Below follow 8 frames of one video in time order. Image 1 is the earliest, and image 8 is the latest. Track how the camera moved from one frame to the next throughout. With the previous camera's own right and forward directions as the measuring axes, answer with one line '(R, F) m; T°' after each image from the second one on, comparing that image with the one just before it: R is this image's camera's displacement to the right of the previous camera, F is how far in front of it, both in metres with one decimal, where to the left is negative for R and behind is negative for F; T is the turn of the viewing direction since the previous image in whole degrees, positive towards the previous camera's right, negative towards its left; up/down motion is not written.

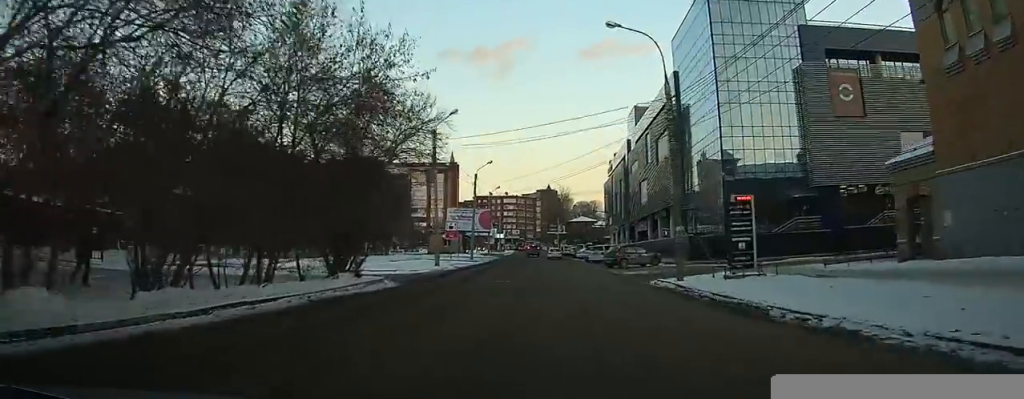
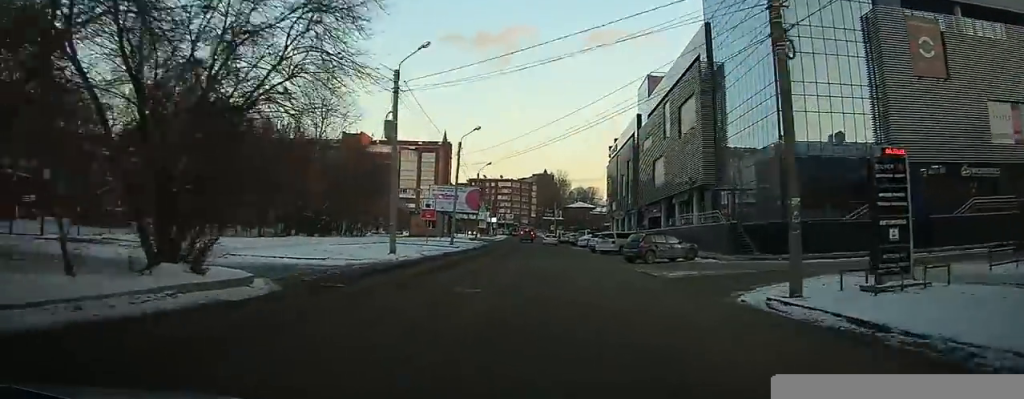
(+0.1, +10.8) m; 0°
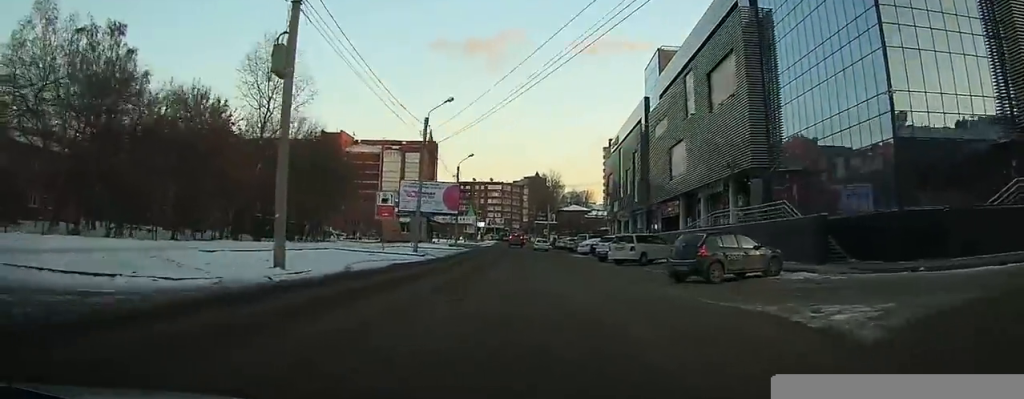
(0.0, +11.8) m; 0°
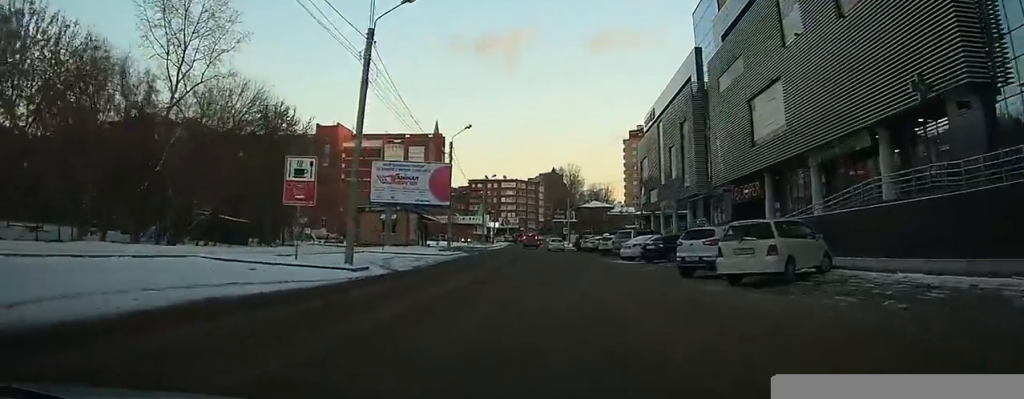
(0.0, +16.8) m; -1°
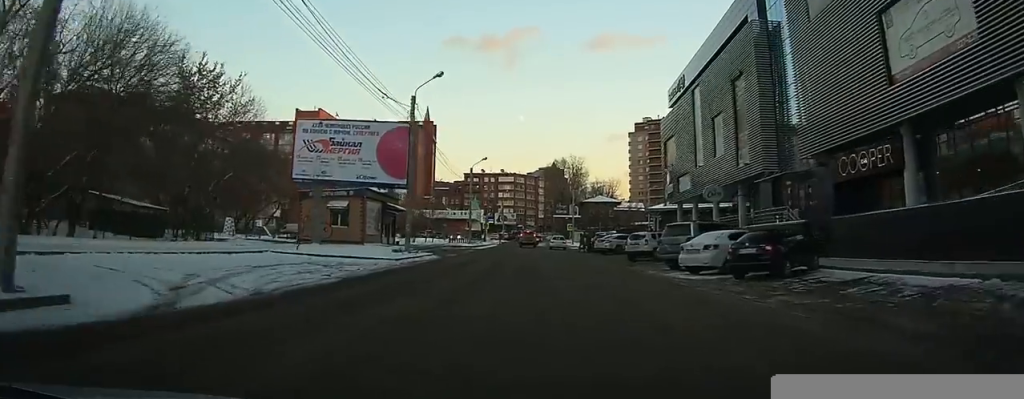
(-0.1, +14.9) m; -1°
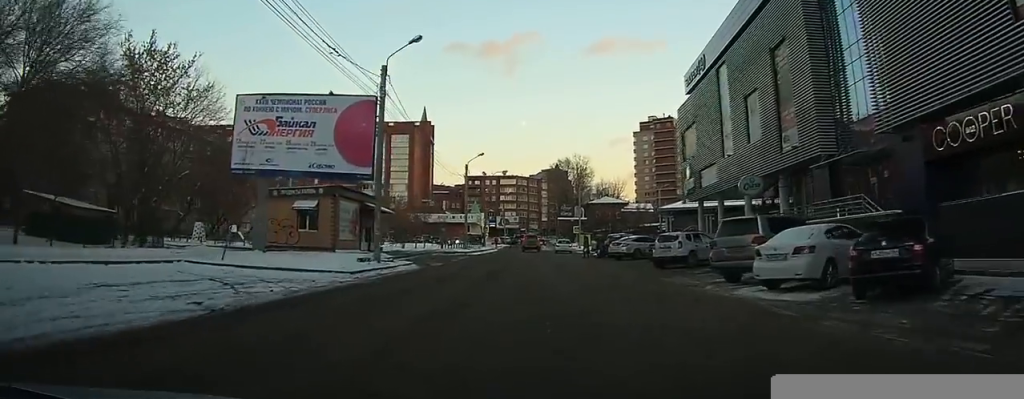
(0.0, +7.0) m; -1°
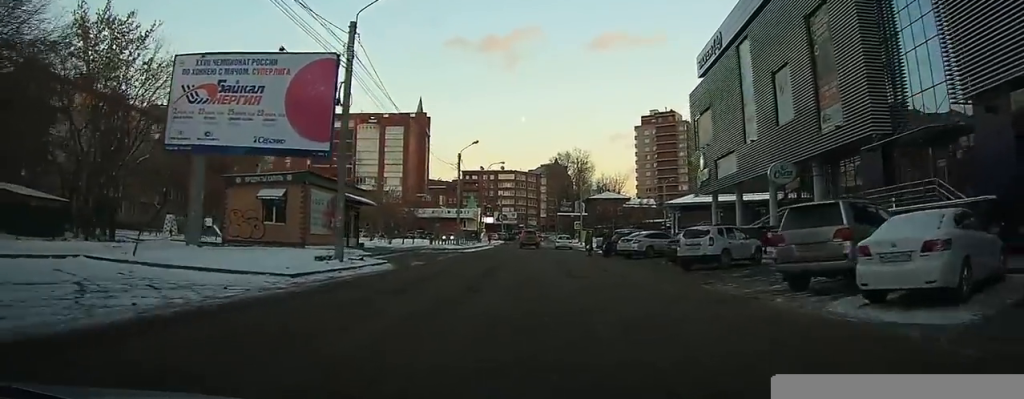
(0.0, +5.0) m; 0°
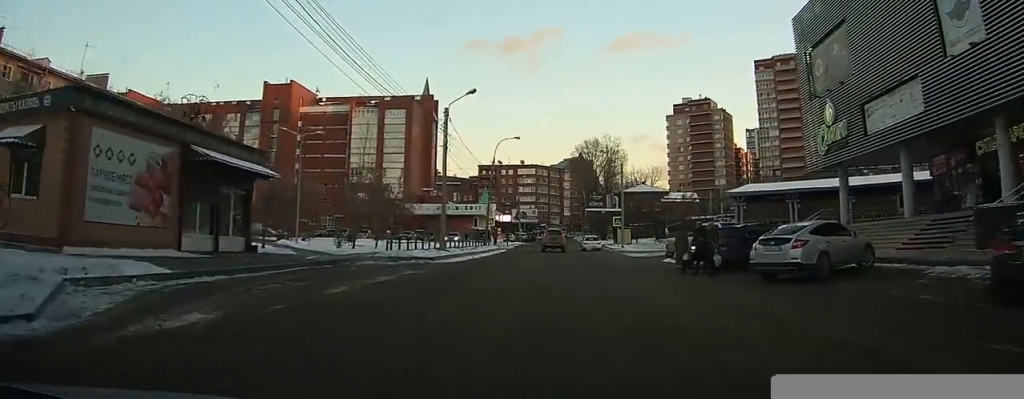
(0.0, +19.7) m; 0°
